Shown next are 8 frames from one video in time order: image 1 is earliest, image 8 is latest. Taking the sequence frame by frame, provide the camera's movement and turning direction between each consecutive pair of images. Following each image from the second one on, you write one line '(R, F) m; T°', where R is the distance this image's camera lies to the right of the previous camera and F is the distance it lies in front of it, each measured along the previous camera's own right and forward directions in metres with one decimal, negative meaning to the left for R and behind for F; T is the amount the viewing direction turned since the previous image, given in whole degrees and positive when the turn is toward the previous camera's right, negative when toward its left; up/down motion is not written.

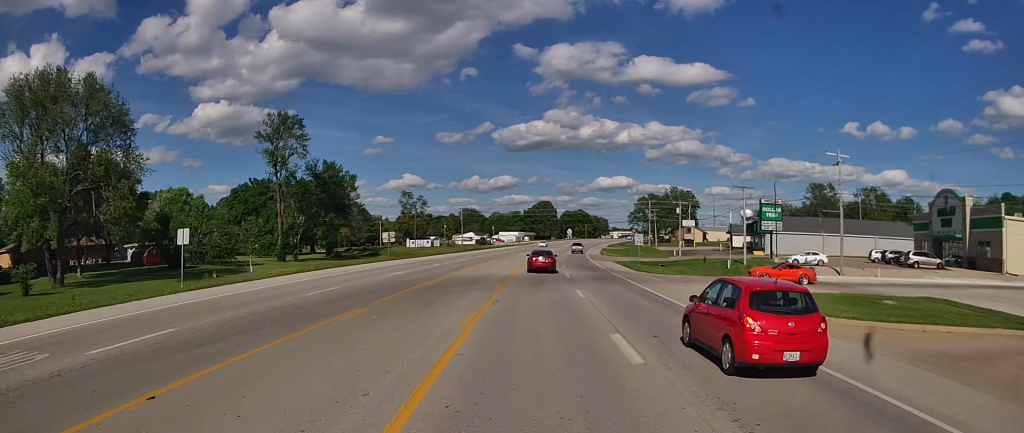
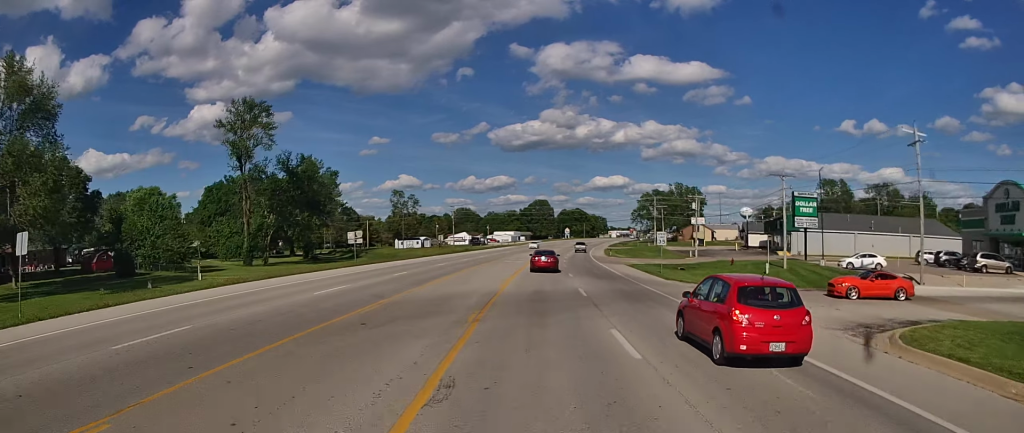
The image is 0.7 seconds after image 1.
(-0.1, +11.2) m; 0°
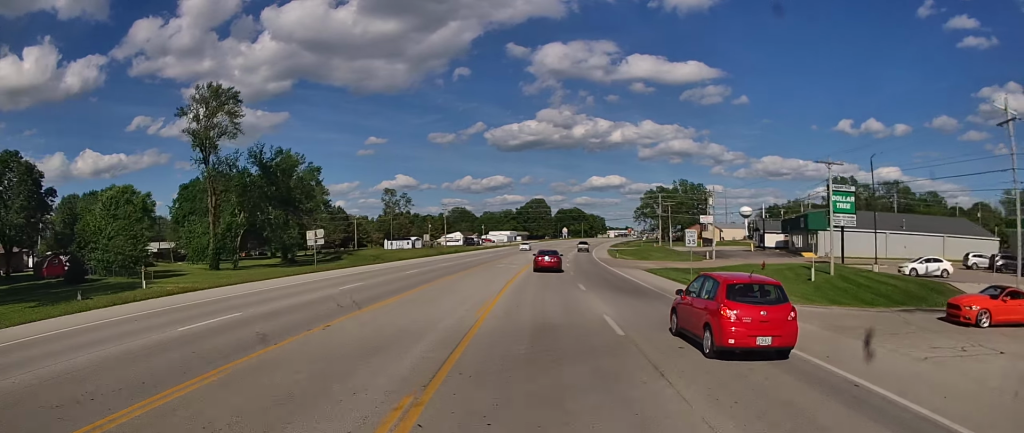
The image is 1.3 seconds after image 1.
(+0.1, +9.3) m; 0°
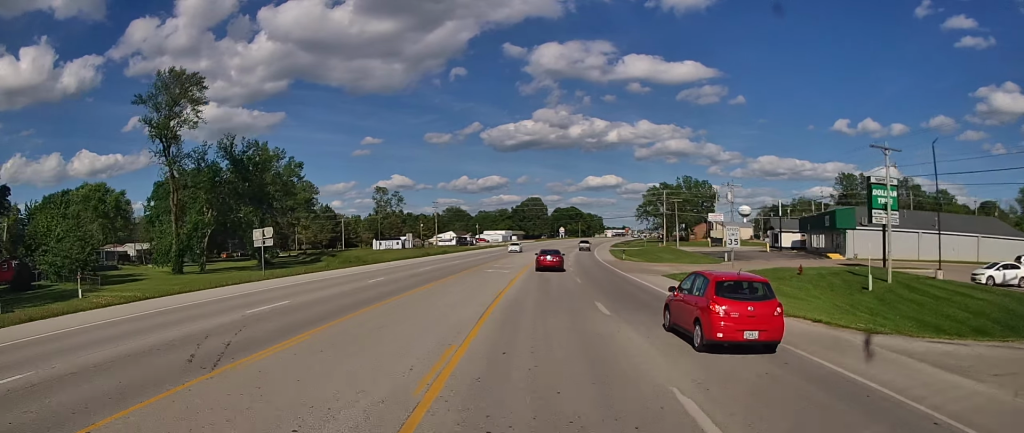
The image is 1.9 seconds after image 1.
(0.0, +8.4) m; 0°
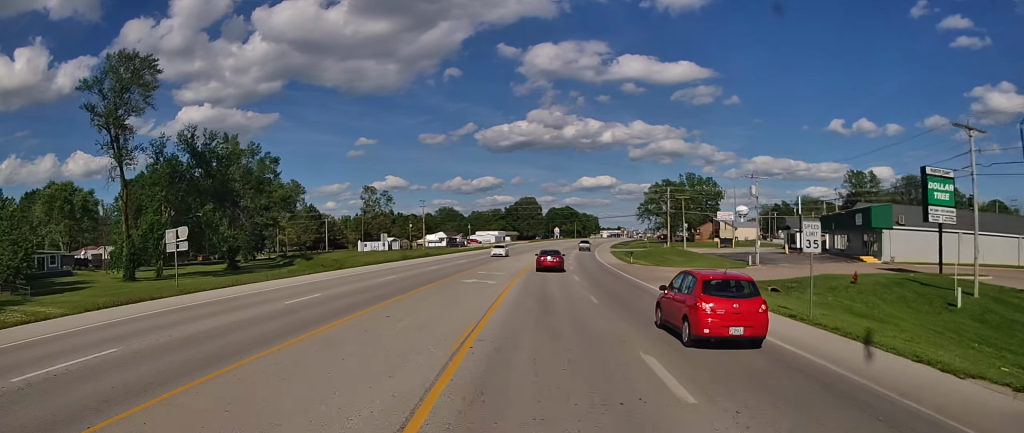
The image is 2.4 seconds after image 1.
(-0.1, +9.0) m; 0°
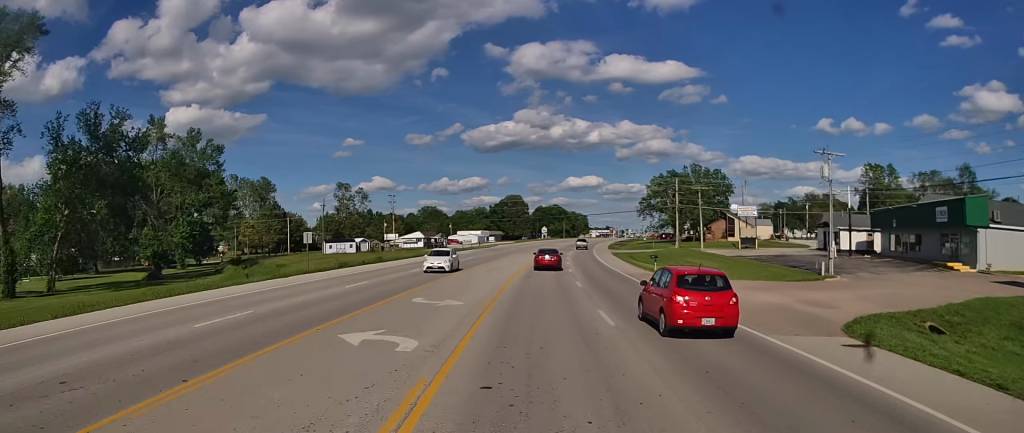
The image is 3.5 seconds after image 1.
(+0.2, +17.3) m; +4°
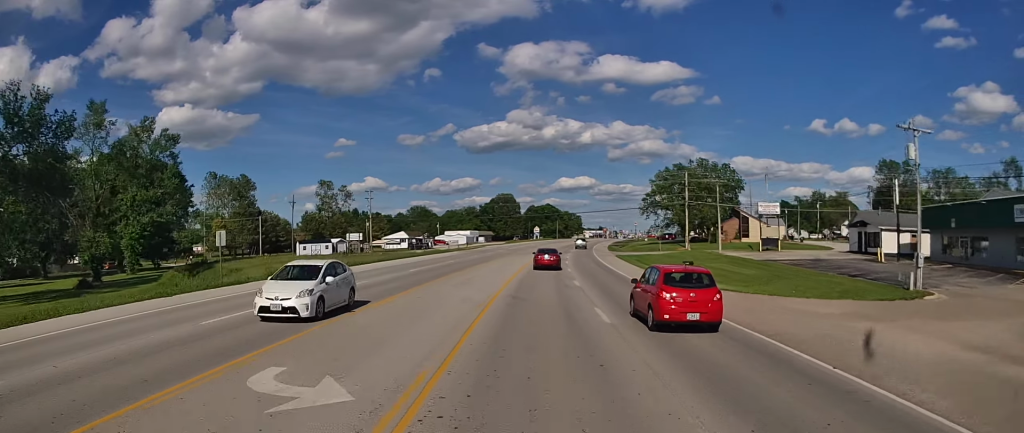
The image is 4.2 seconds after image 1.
(+0.6, +11.7) m; 0°
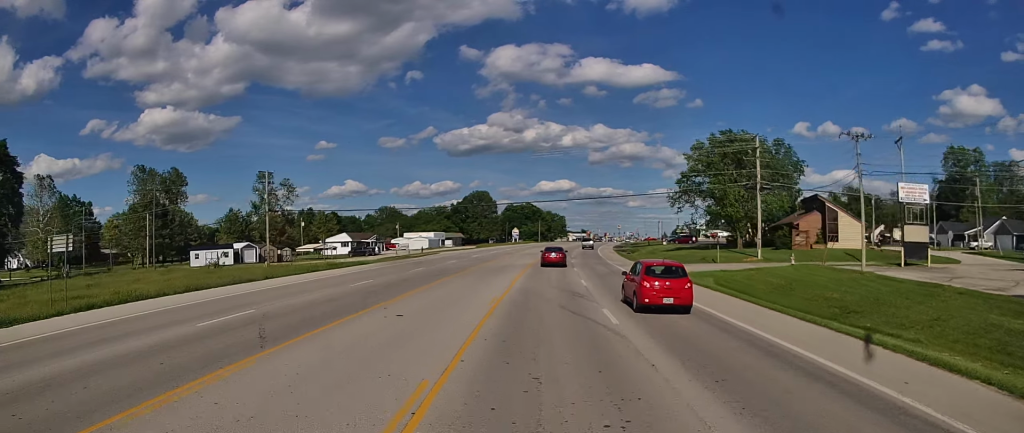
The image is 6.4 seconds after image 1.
(-0.5, +37.1) m; +2°
